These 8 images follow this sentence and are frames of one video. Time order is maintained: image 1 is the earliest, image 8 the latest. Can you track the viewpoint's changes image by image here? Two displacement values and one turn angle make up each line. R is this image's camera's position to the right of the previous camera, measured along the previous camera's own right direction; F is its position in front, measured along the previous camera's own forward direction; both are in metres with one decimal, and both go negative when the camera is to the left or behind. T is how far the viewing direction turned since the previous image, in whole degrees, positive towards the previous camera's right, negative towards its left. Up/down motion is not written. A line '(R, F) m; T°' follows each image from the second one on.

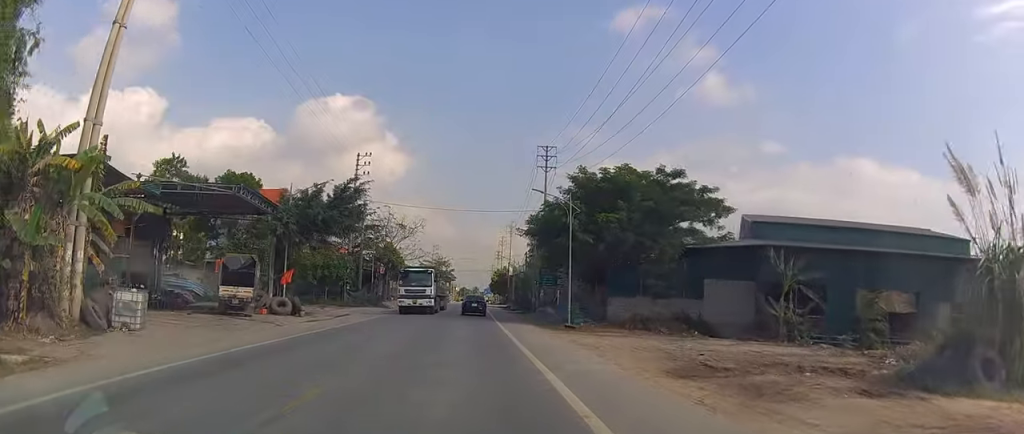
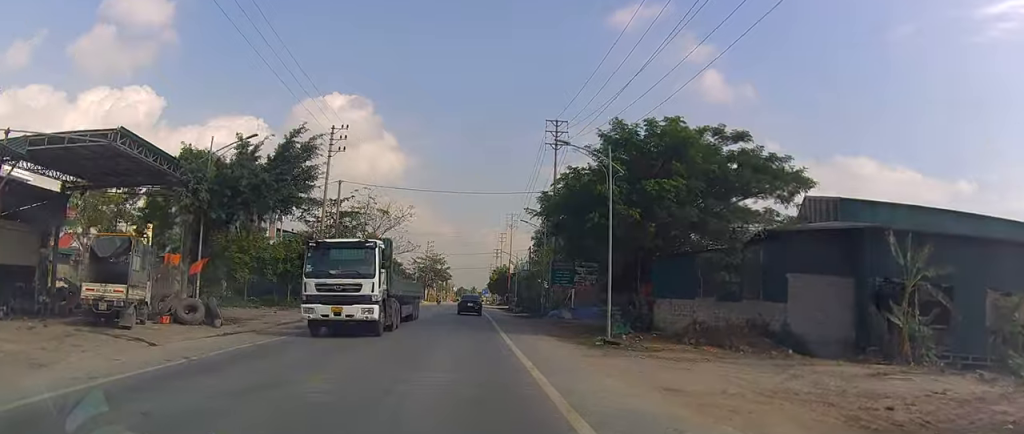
(0.0, +11.3) m; 0°
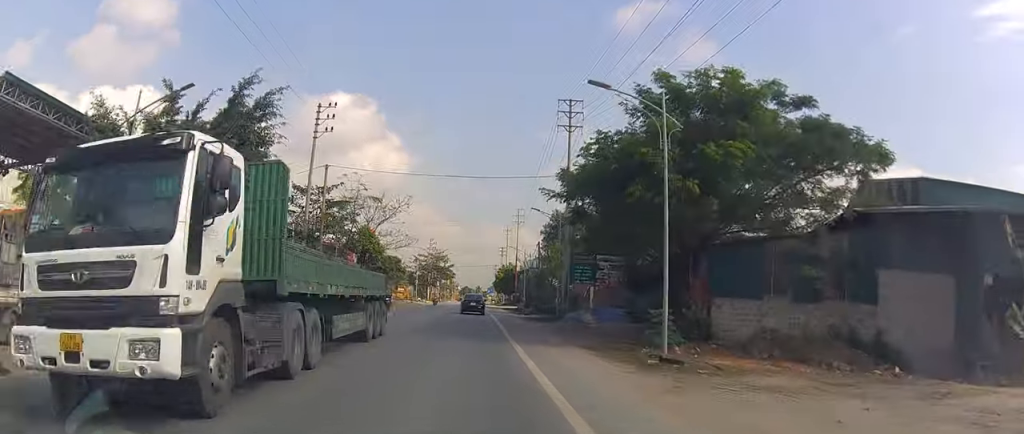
(0.0, +6.6) m; 0°
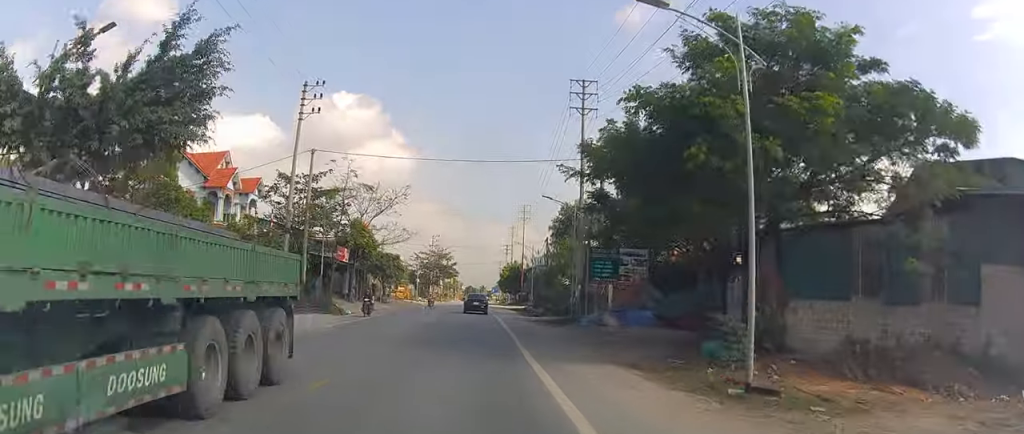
(-0.1, +5.4) m; +1°
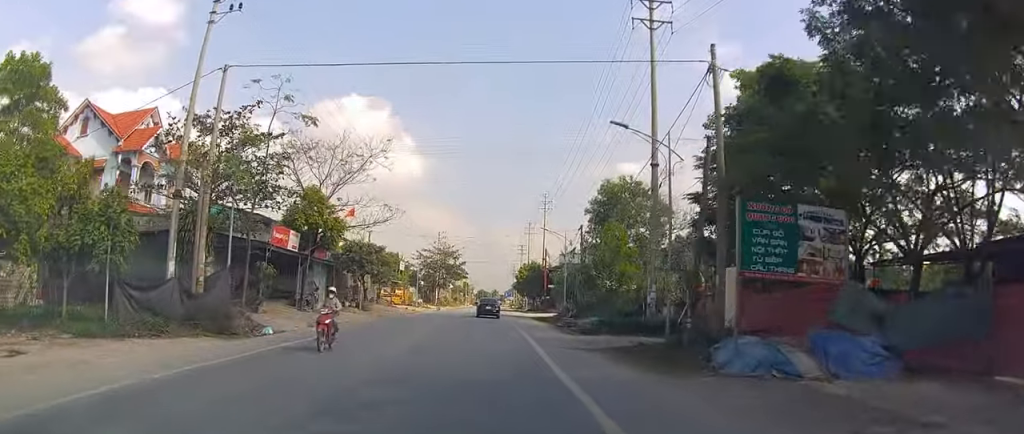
(+0.5, +18.7) m; +1°
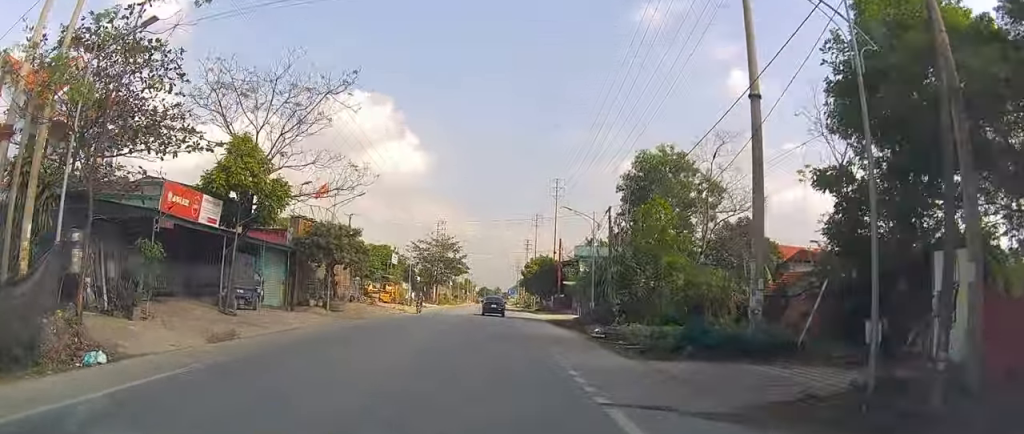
(-0.4, +12.3) m; -2°
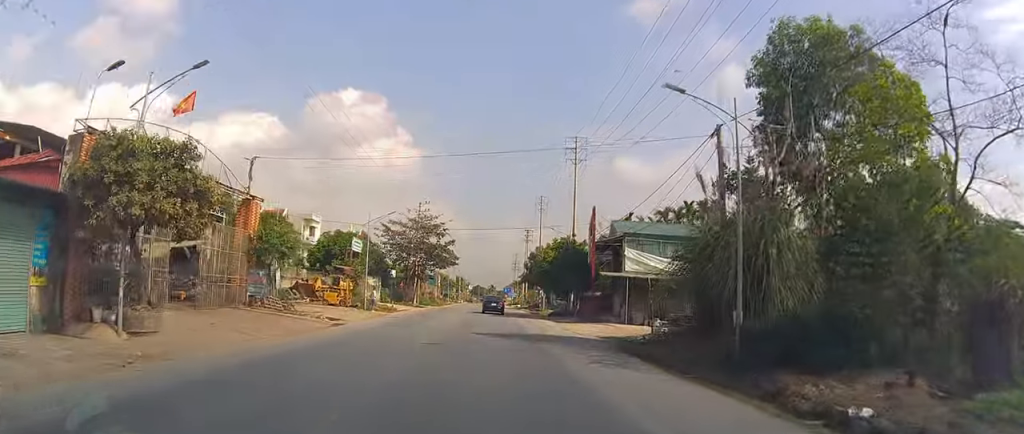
(-0.1, +24.1) m; +2°
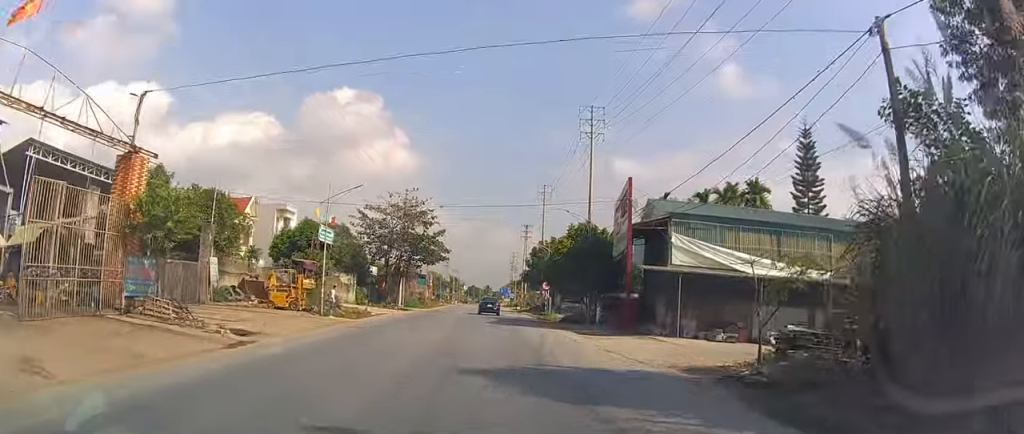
(+0.1, +12.3) m; -1°
